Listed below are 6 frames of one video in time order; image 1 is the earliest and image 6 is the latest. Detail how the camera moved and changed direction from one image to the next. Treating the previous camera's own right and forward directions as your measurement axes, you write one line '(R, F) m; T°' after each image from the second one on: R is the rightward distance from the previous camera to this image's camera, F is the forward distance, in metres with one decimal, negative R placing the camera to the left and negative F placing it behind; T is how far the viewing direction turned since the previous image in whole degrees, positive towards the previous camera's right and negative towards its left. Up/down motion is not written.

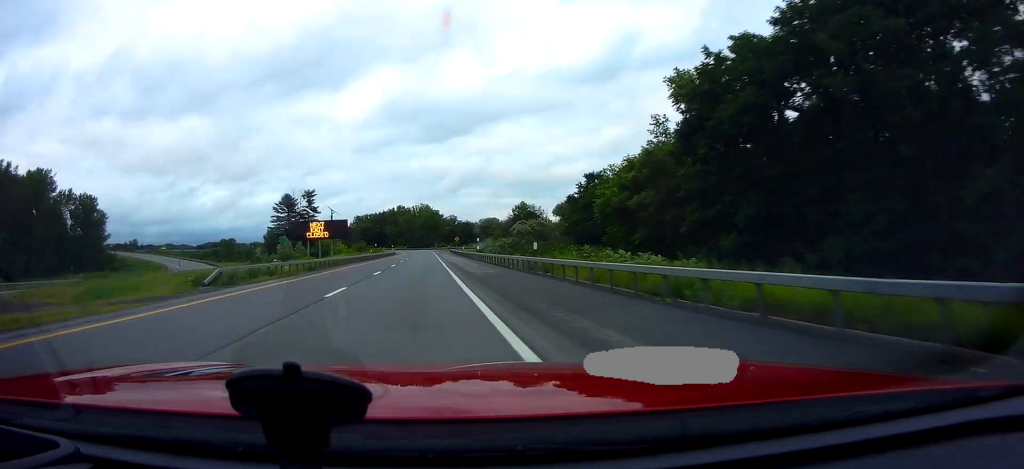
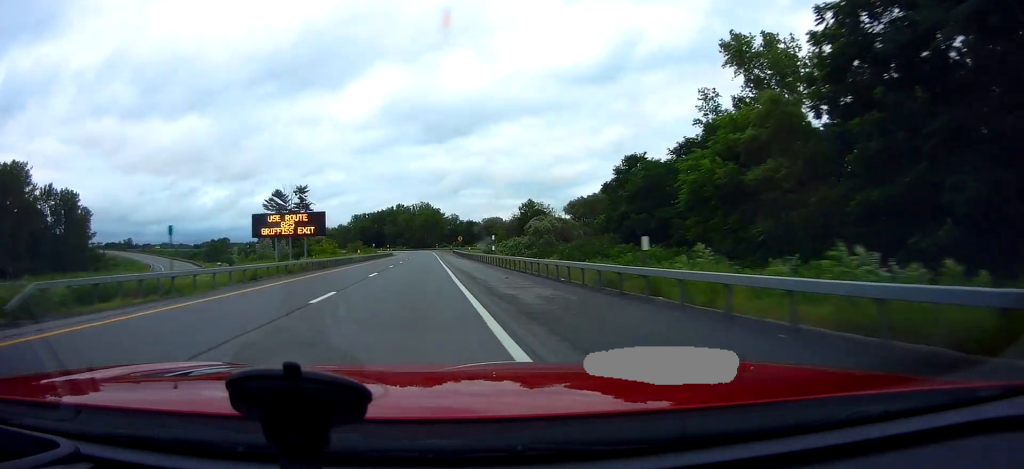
(+0.1, +13.7) m; 0°
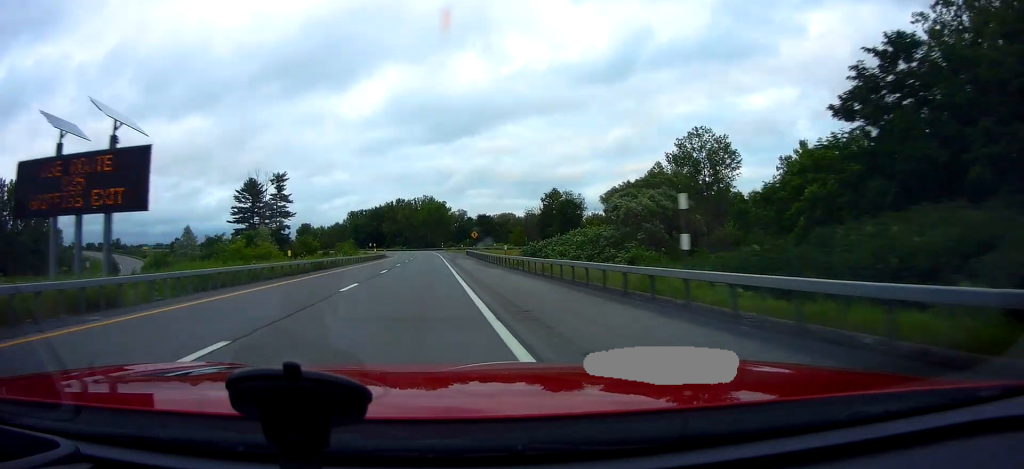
(0.0, +32.9) m; 0°
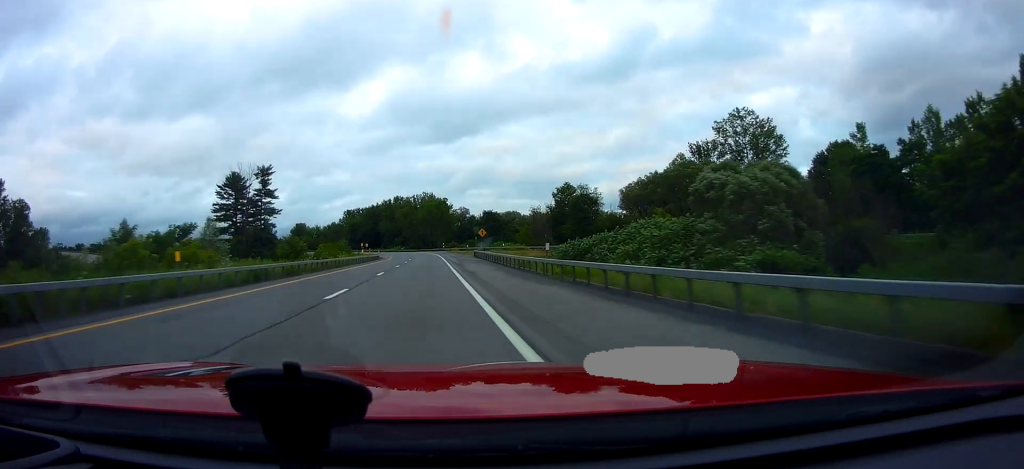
(-0.3, +14.6) m; 0°
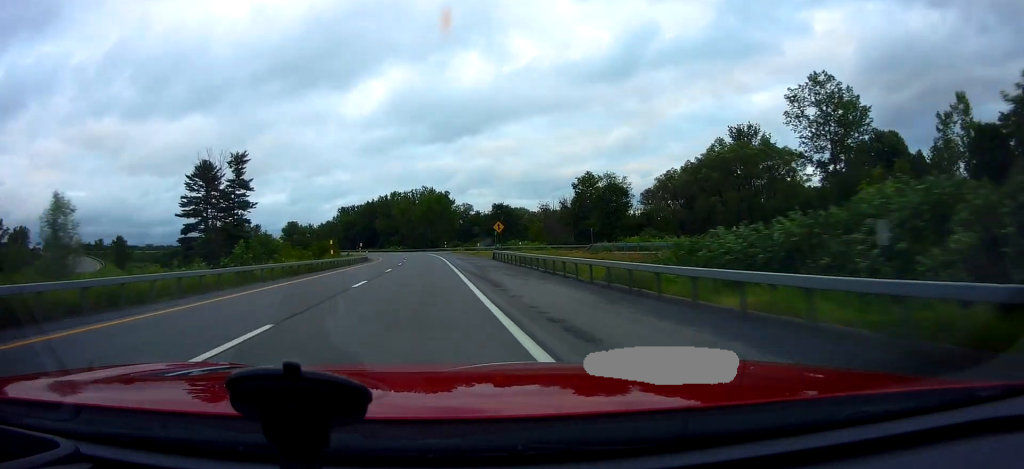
(+0.7, +20.1) m; 0°
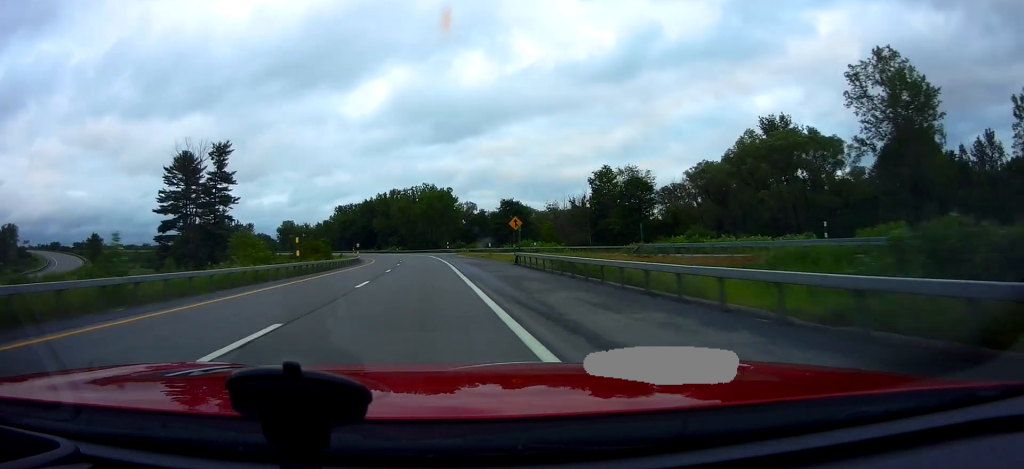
(-0.1, +11.9) m; -1°
